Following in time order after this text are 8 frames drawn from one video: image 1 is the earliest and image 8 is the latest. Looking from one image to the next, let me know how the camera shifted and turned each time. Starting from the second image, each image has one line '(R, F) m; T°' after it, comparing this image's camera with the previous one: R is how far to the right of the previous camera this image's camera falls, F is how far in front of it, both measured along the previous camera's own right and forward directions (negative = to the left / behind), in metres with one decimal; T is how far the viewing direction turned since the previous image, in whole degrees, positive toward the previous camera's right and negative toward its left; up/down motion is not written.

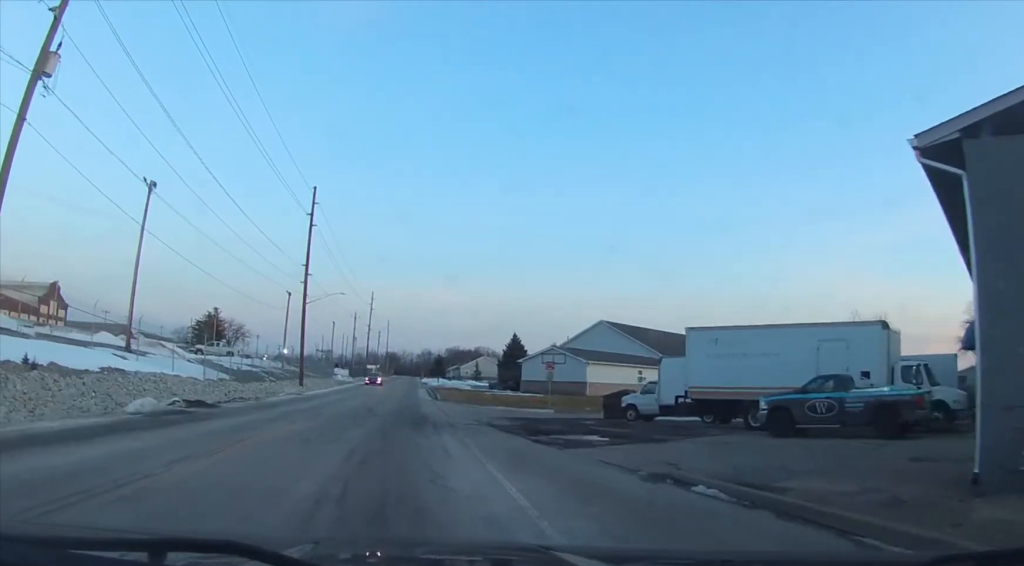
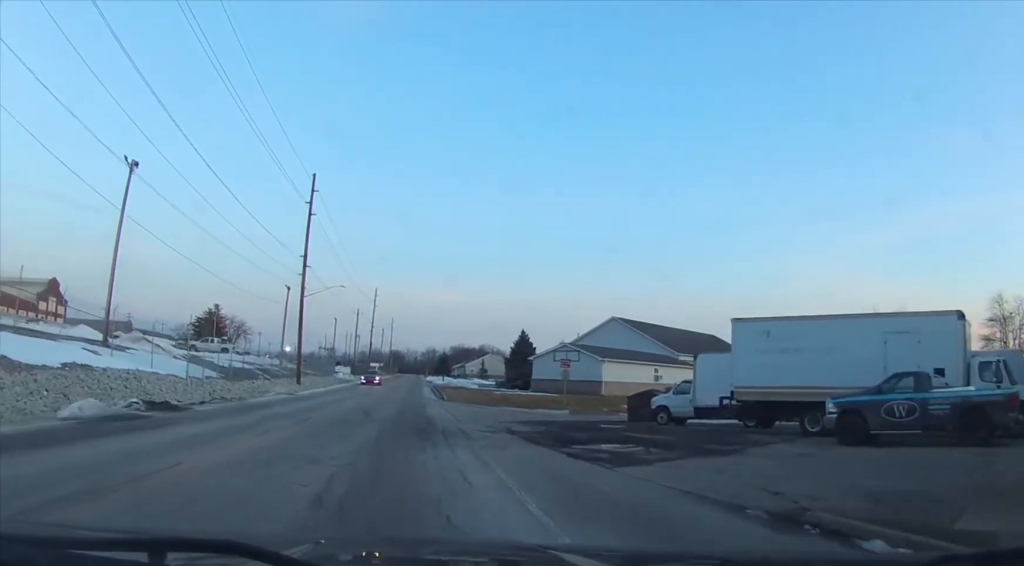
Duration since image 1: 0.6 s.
(-0.1, +4.3) m; -3°
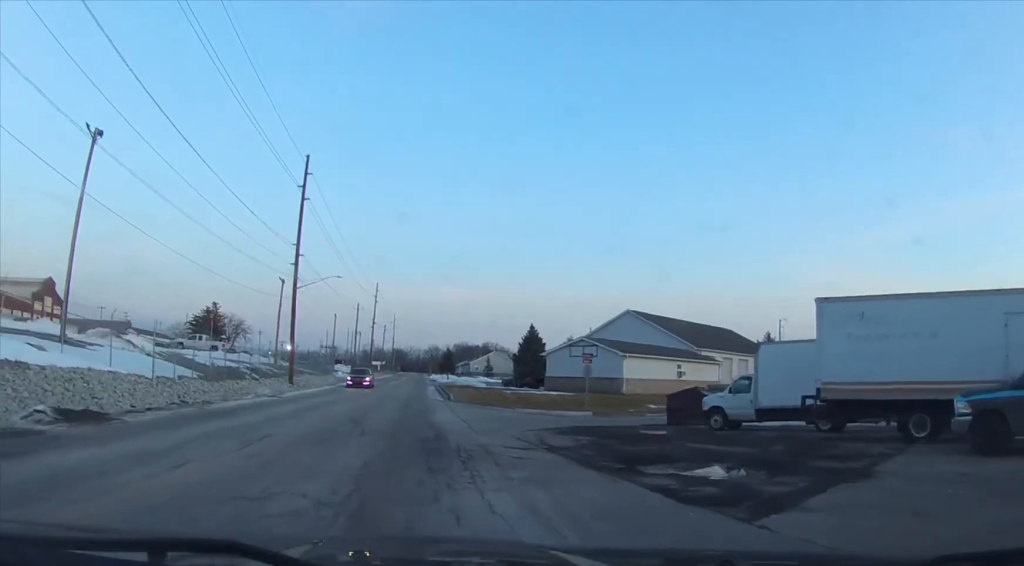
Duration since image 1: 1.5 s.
(-0.2, +6.0) m; +2°
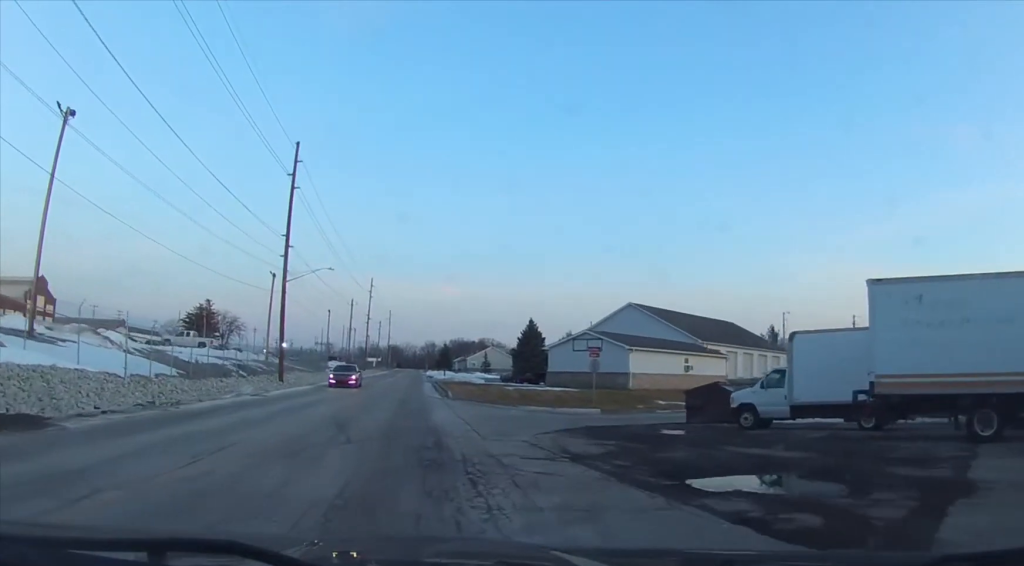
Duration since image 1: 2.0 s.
(+0.2, +2.9) m; +1°
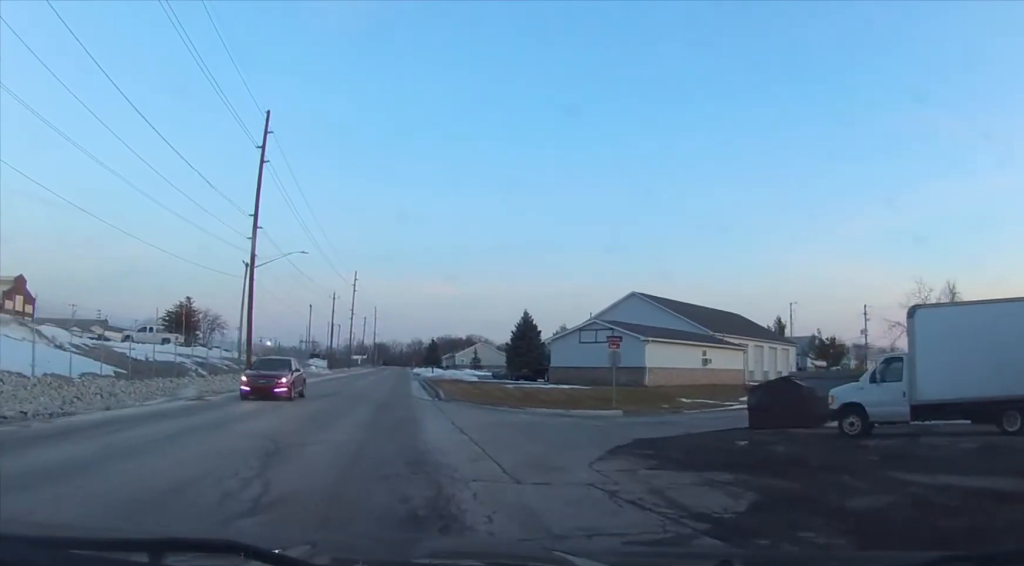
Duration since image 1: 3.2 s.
(+0.1, +7.0) m; -1°
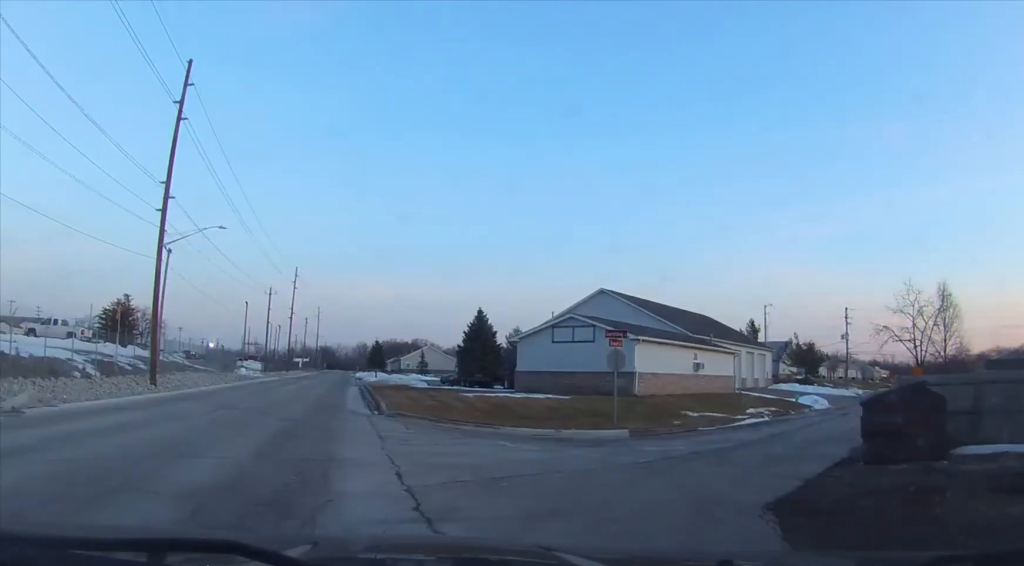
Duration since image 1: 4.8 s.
(-0.1, +9.8) m; +3°
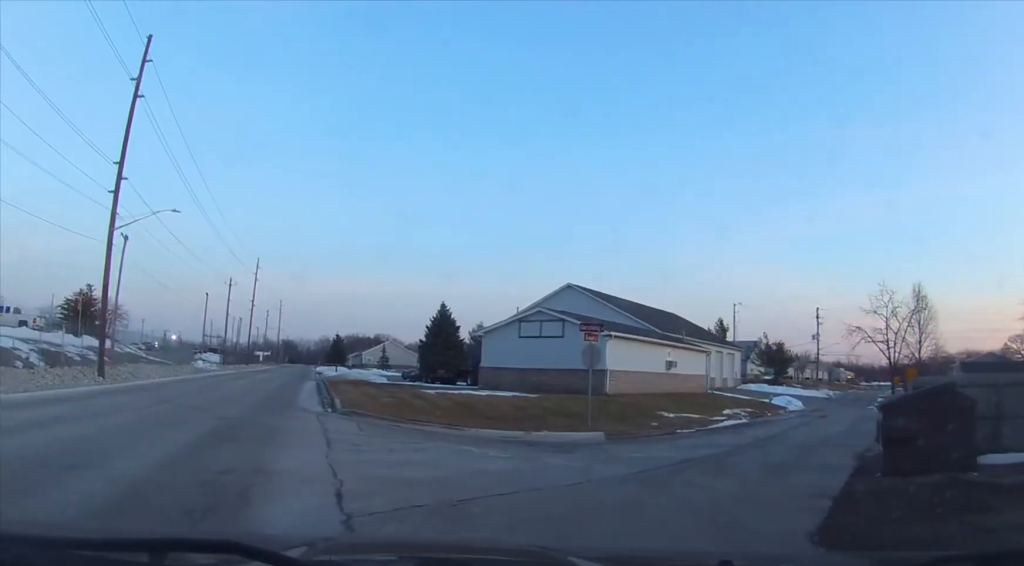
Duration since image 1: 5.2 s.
(0.0, +2.6) m; +4°
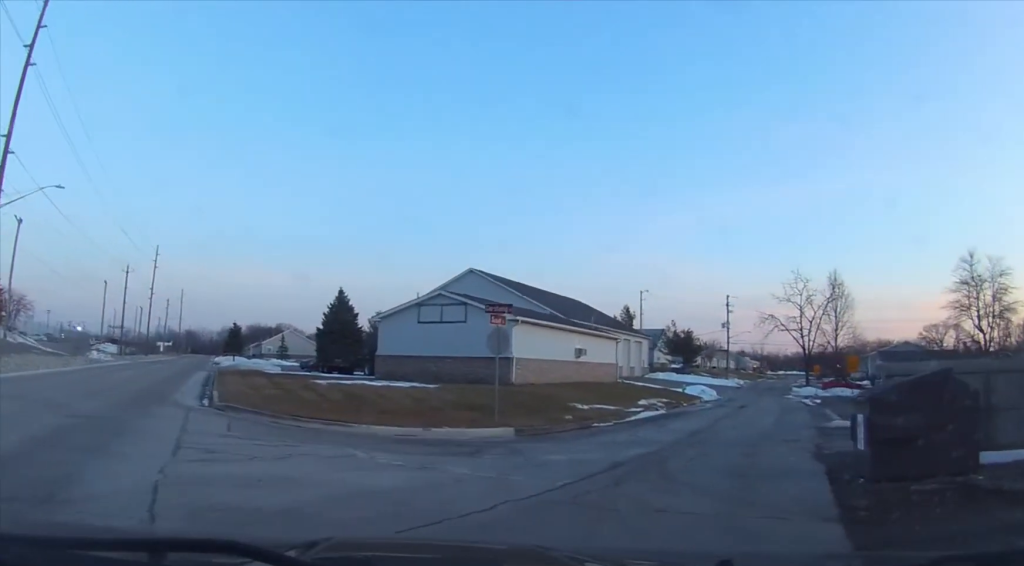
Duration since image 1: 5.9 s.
(+0.2, +3.2) m; +16°
